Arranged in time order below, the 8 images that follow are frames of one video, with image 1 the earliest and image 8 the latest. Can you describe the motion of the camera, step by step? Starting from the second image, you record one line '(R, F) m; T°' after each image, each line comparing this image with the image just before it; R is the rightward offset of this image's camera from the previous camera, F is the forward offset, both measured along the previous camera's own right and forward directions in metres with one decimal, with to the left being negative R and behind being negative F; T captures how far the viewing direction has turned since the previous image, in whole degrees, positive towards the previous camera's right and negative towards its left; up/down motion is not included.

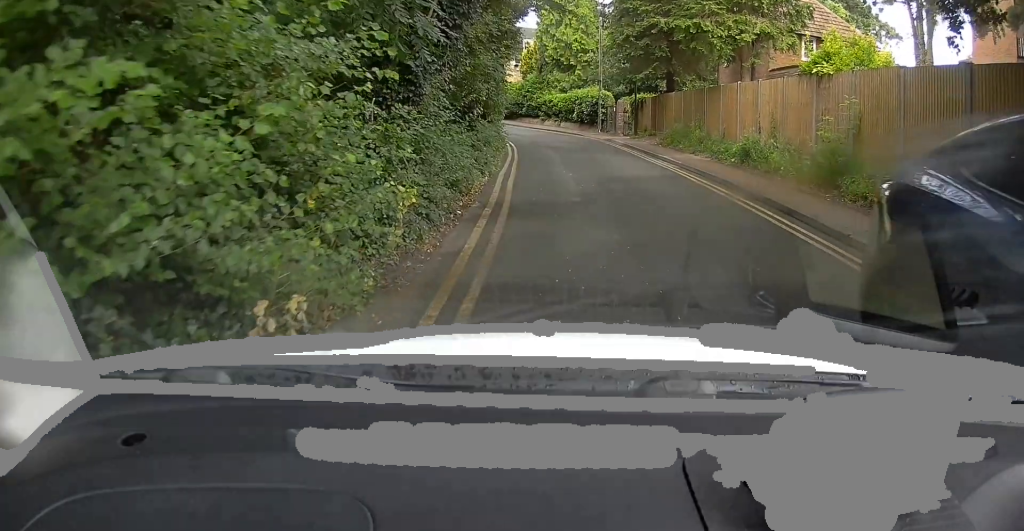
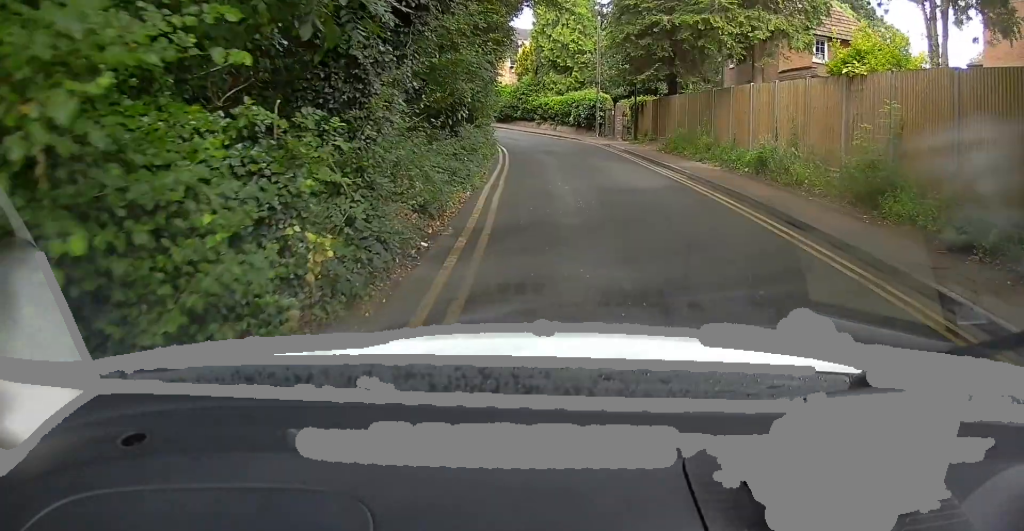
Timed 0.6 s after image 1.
(+0.1, +1.9) m; +3°
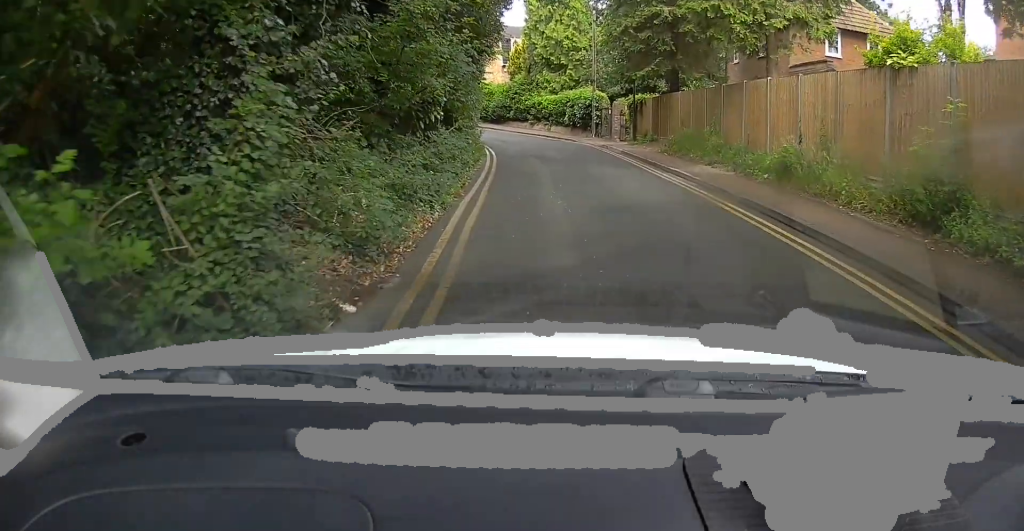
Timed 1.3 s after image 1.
(0.0, +2.2) m; 0°
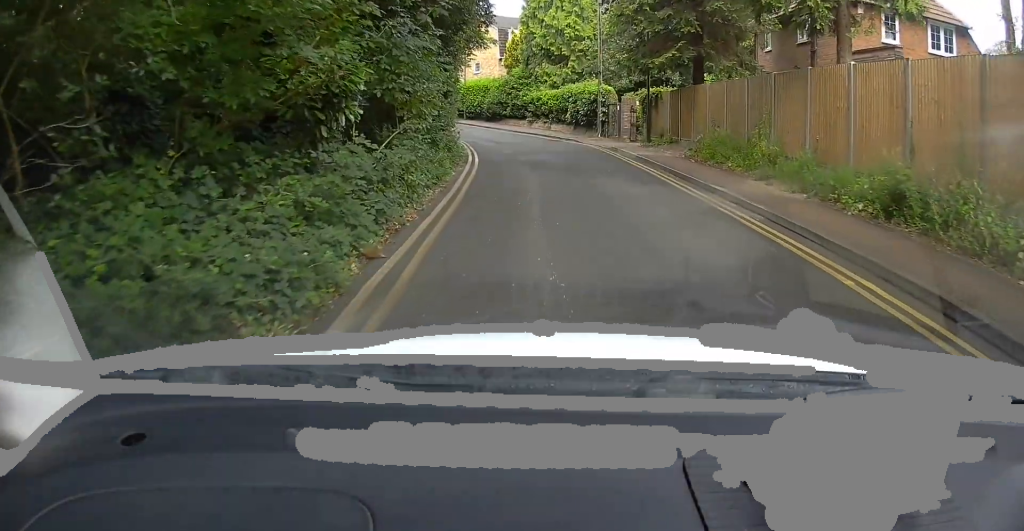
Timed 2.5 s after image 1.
(-0.2, +4.5) m; -7°
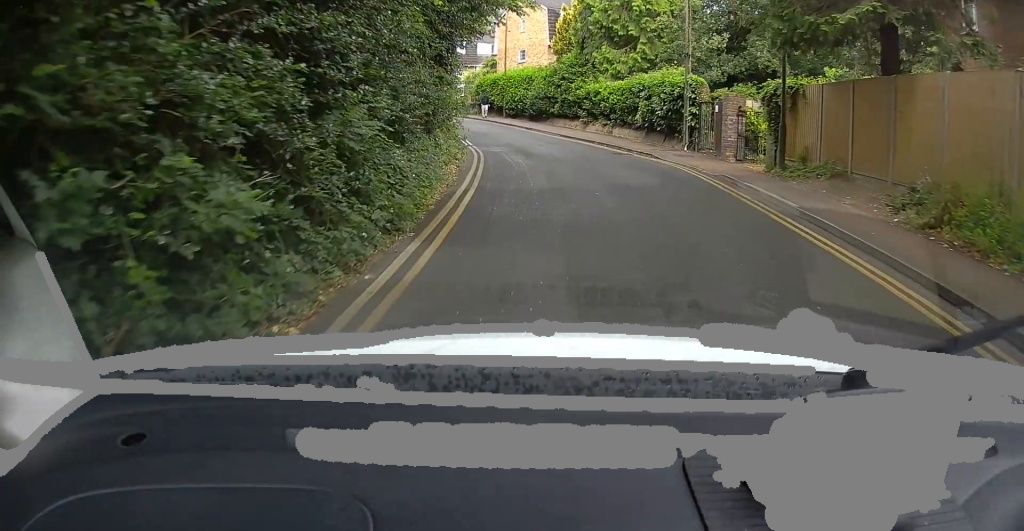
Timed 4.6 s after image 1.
(-0.3, +9.6) m; +1°
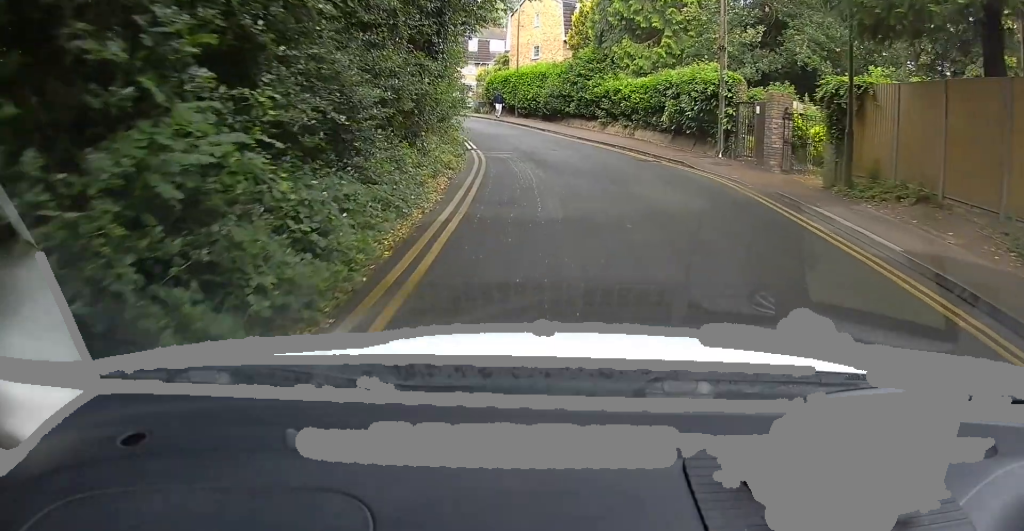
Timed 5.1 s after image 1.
(+0.3, +2.6) m; -2°
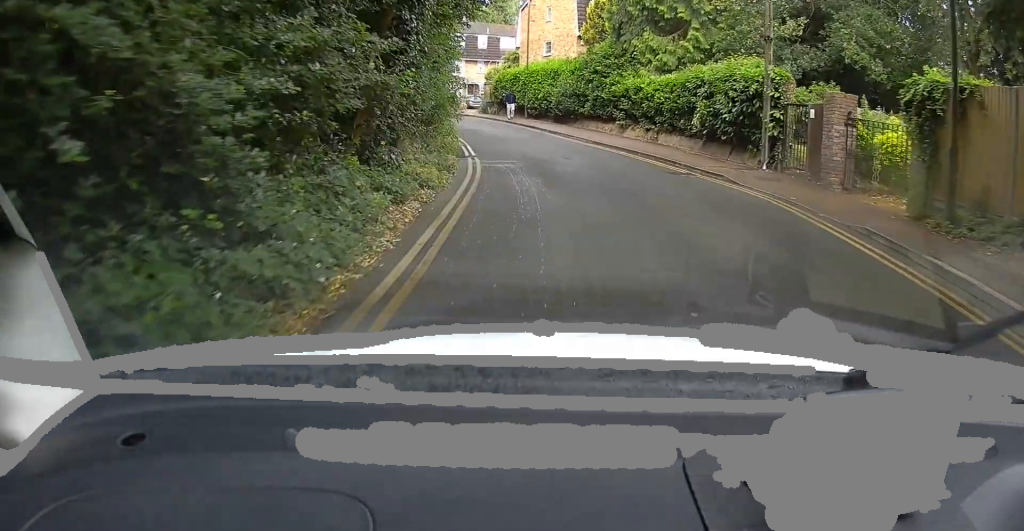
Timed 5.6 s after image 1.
(0.0, +2.8) m; -2°
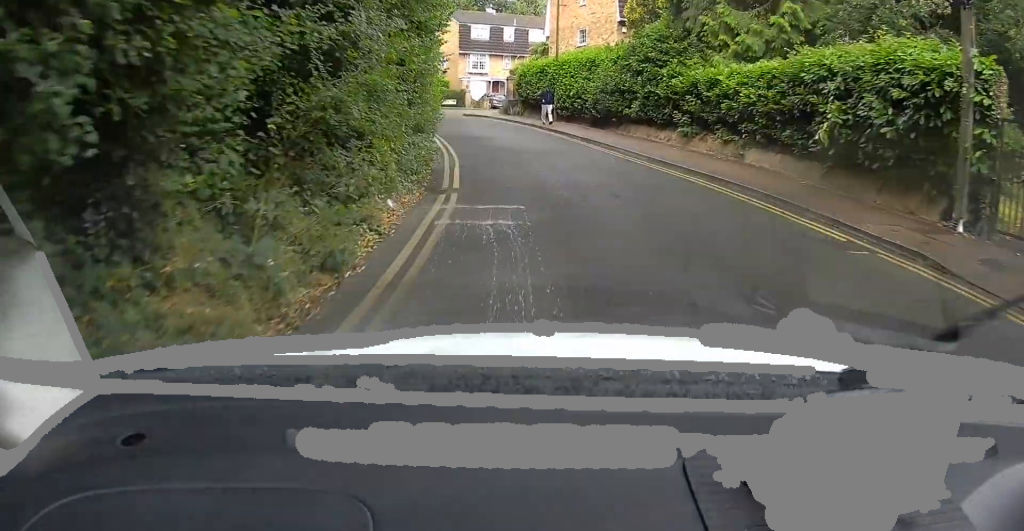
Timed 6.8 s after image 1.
(-0.6, +7.3) m; -4°
